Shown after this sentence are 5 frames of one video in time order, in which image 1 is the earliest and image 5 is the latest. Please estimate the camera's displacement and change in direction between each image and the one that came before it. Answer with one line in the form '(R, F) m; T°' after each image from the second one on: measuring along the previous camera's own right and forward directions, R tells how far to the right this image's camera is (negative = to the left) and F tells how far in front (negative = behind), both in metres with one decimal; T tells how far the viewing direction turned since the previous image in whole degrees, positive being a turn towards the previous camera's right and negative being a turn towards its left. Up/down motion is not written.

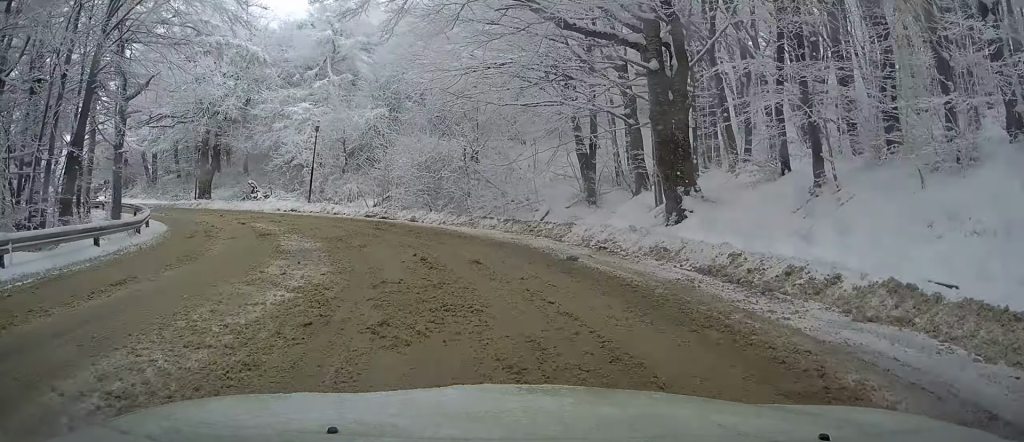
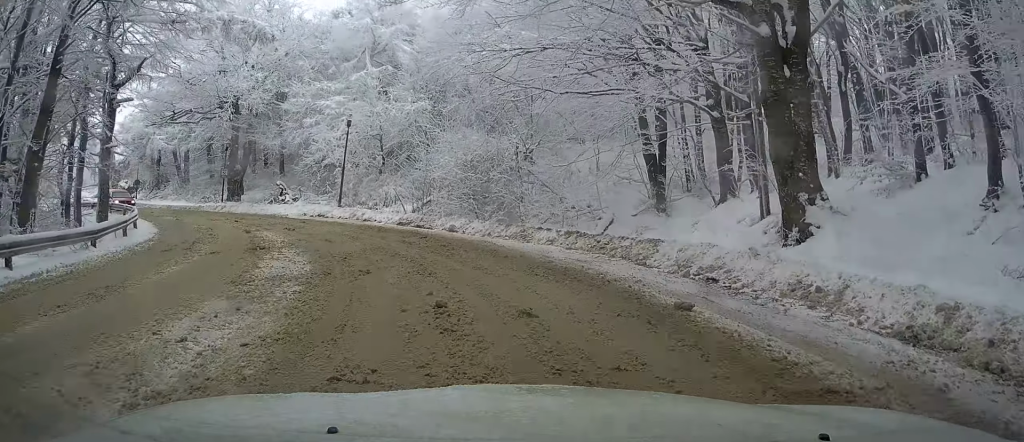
(0.0, +3.8) m; -3°
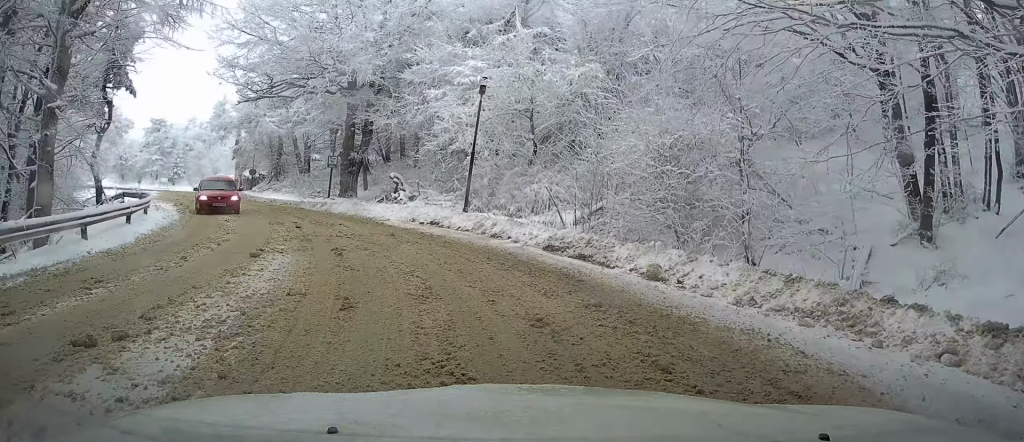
(-1.2, +9.5) m; -15°
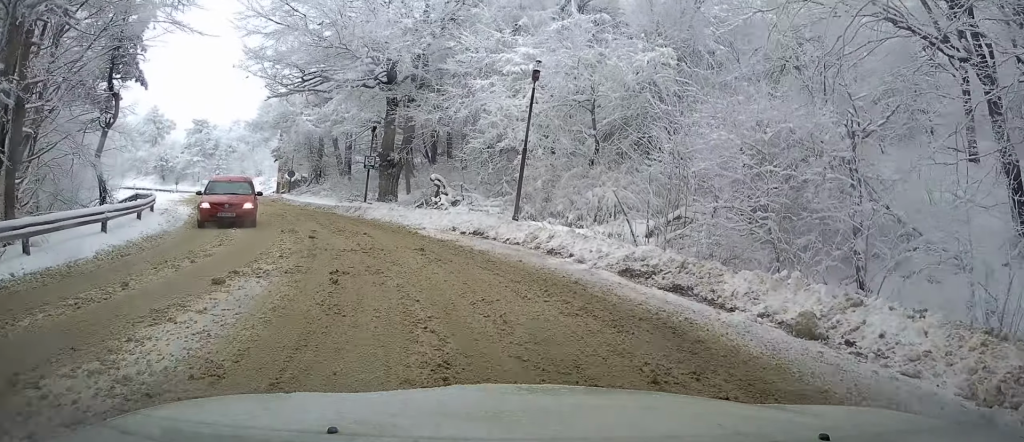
(-0.2, +3.3) m; -5°
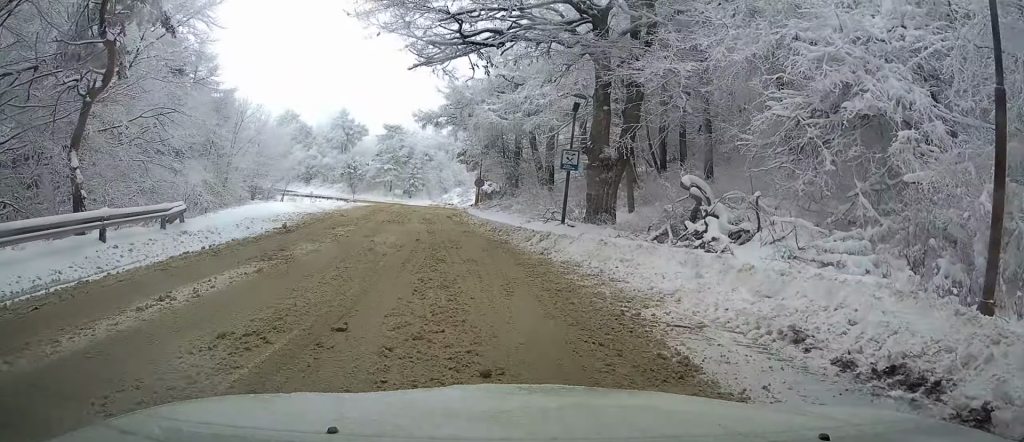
(-1.3, +11.8) m; -12°
